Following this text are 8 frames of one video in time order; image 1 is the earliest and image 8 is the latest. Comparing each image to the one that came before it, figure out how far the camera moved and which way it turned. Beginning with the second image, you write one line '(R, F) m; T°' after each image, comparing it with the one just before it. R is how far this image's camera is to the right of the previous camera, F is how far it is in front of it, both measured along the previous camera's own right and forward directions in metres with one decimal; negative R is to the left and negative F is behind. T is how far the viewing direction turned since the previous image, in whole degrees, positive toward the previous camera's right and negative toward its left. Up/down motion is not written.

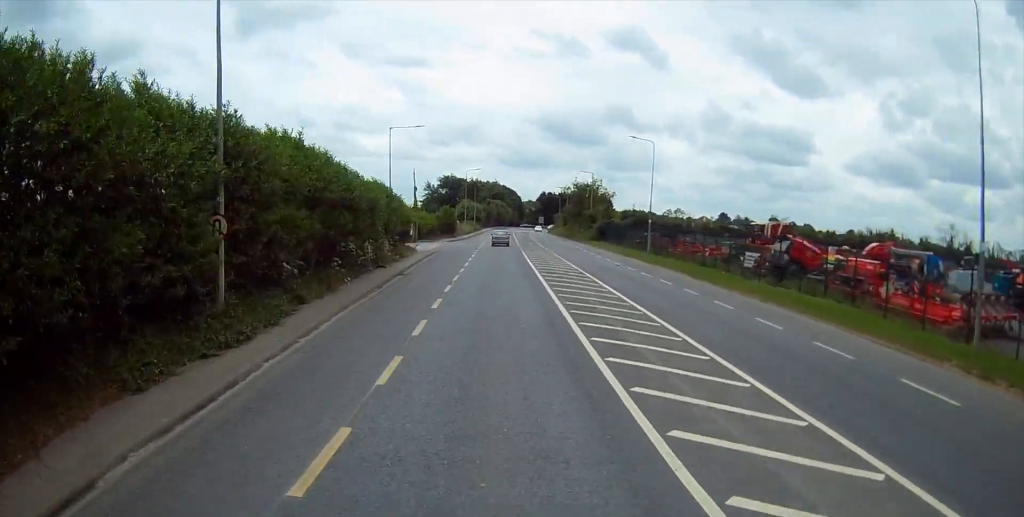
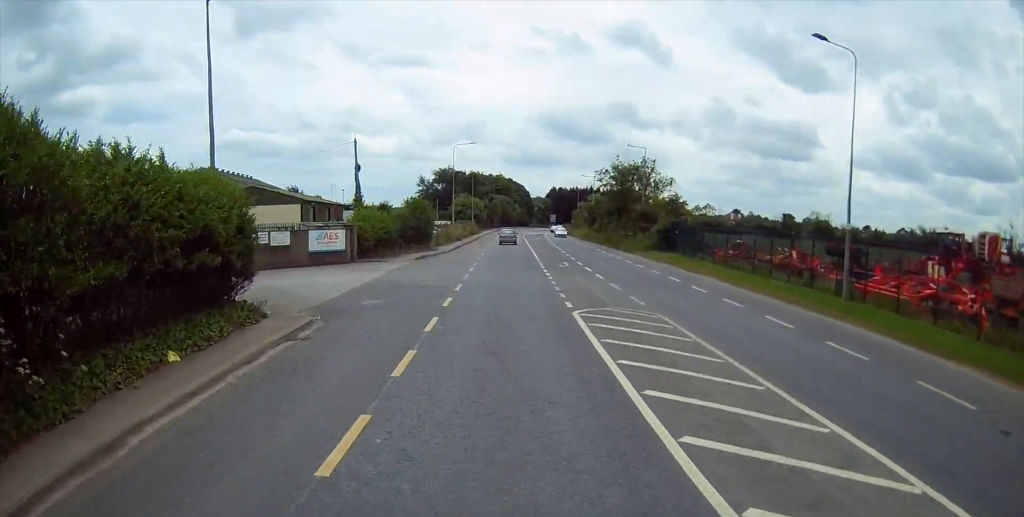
(-0.8, +32.9) m; 0°
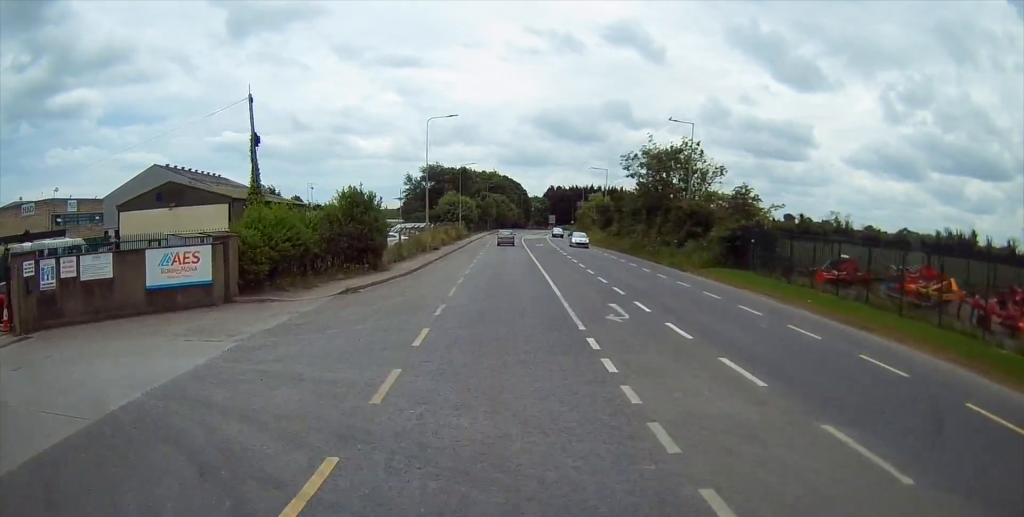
(+0.5, +18.3) m; +1°
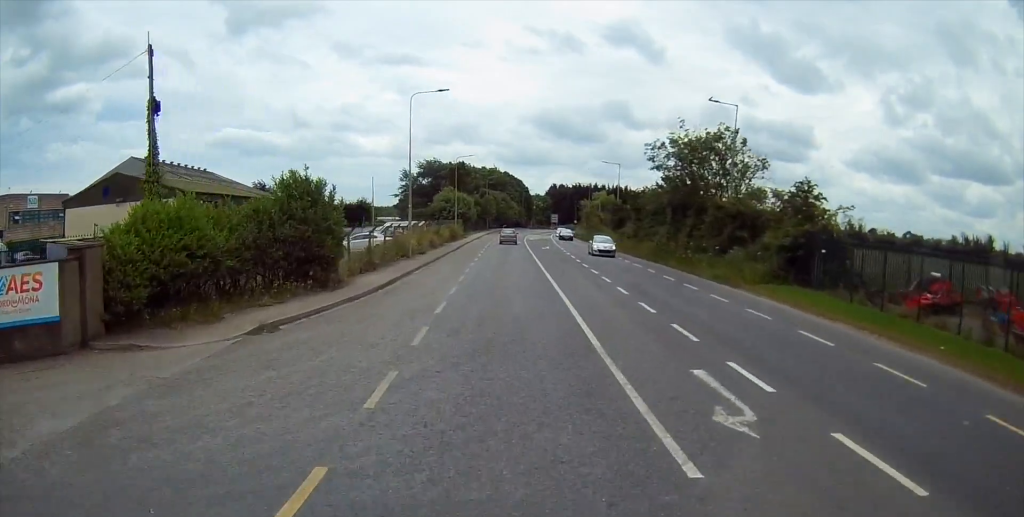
(+0.1, +8.9) m; 0°
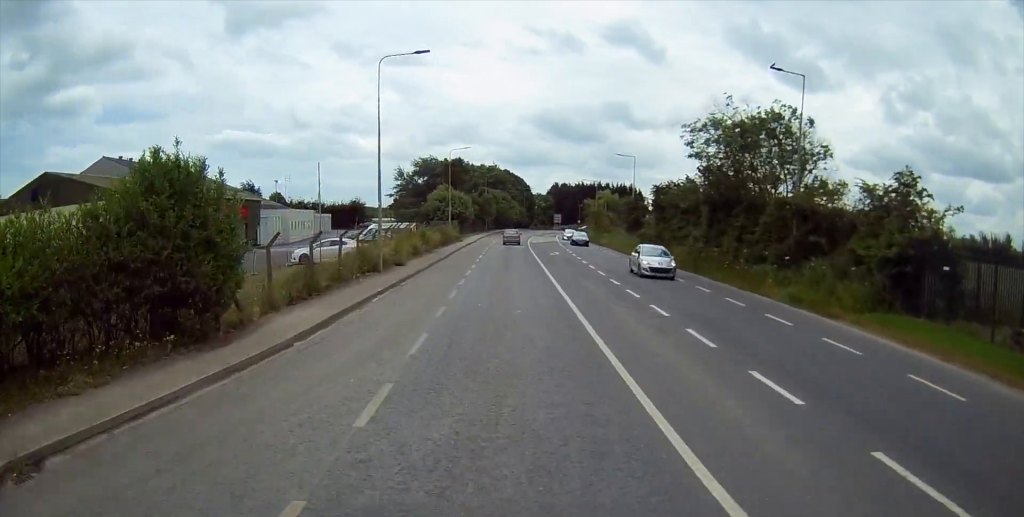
(-0.1, +9.4) m; 0°
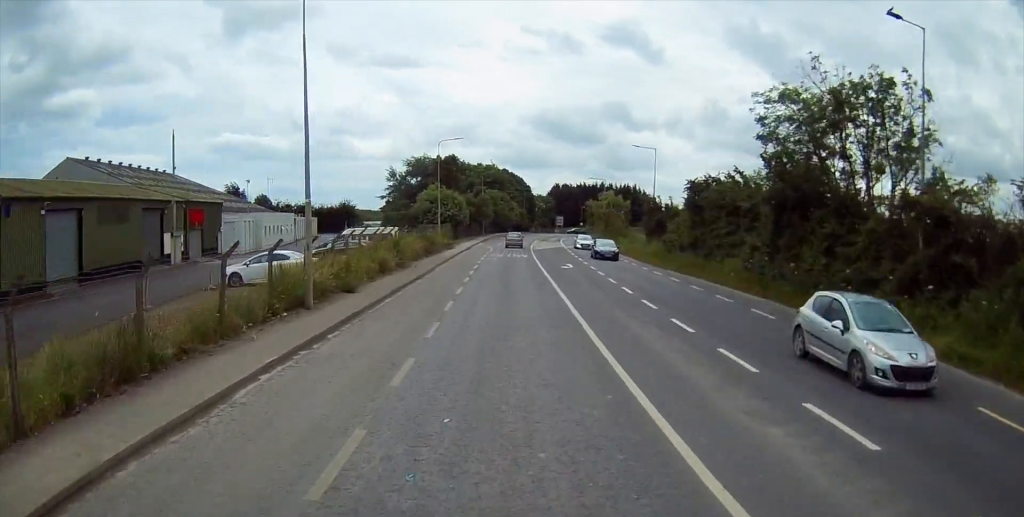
(-0.1, +10.5) m; -1°
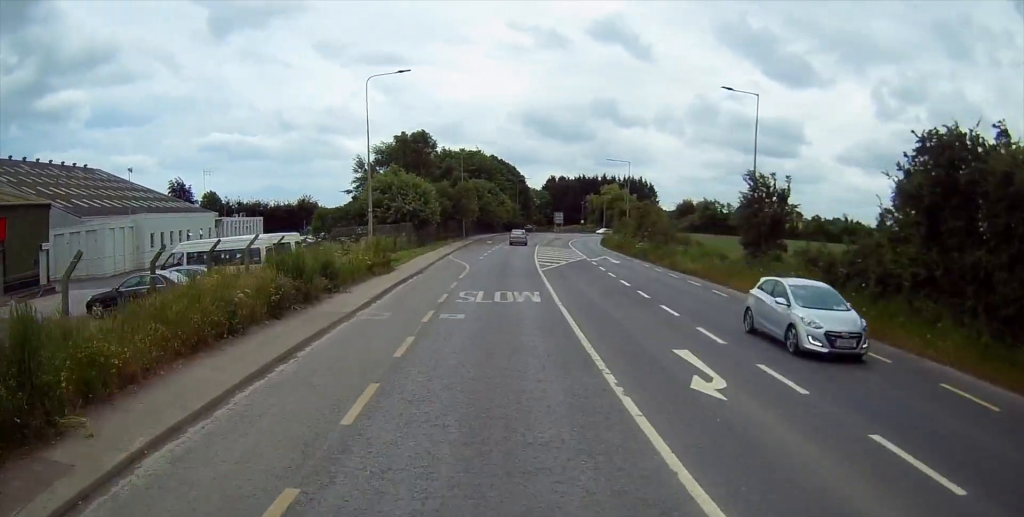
(+0.3, +27.0) m; +1°
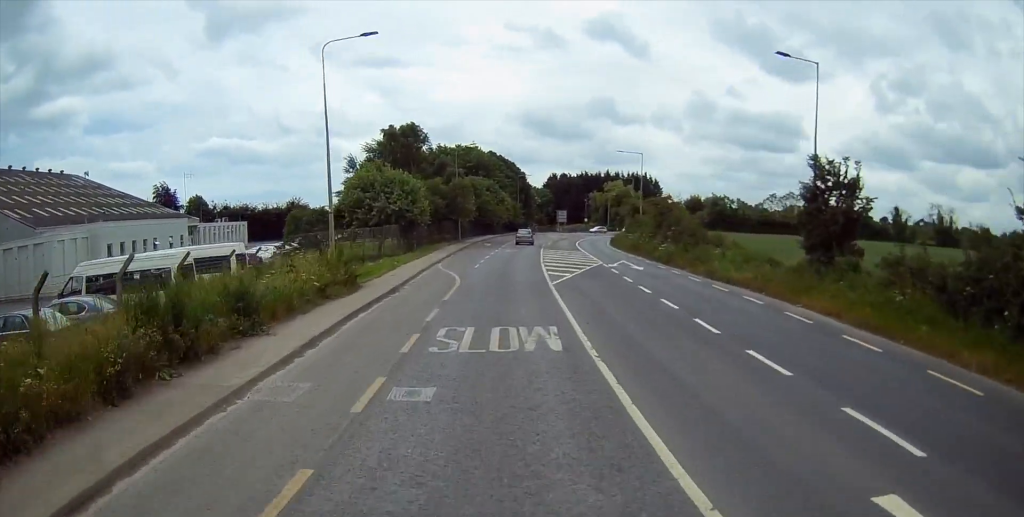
(+0.1, +7.4) m; 0°
